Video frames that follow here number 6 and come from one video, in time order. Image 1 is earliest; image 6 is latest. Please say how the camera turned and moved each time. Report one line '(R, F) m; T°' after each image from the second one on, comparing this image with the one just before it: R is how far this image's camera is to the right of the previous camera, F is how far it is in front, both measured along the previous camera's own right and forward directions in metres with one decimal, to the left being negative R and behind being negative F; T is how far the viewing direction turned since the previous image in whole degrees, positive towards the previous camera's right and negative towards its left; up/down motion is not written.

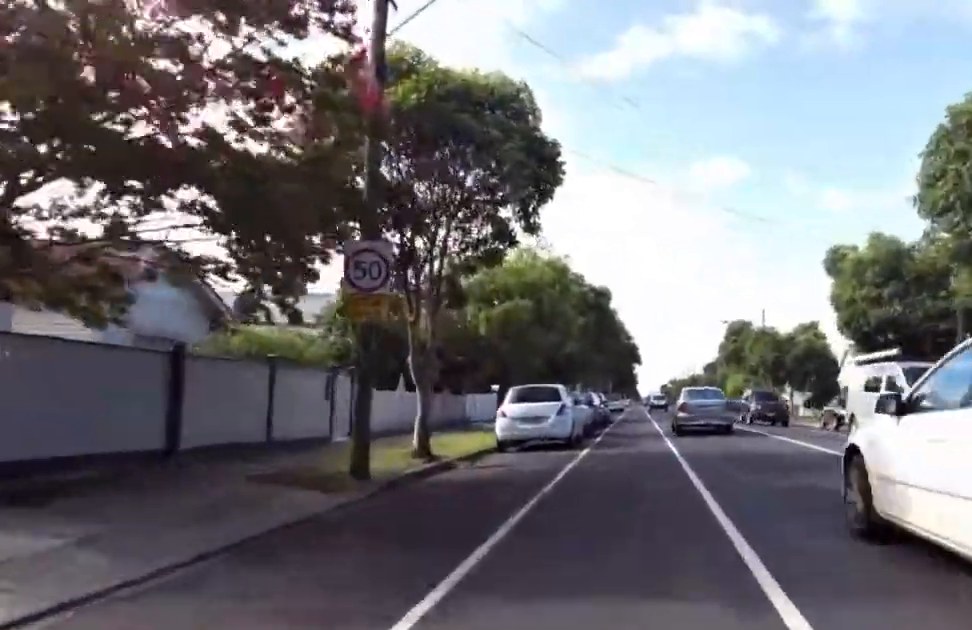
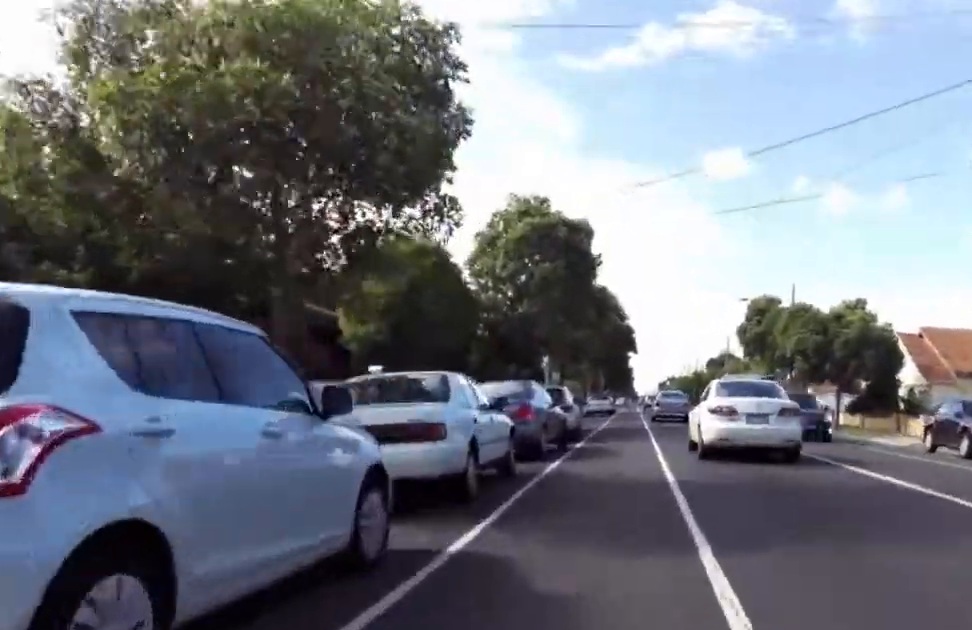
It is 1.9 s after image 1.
(+0.1, +15.0) m; 0°
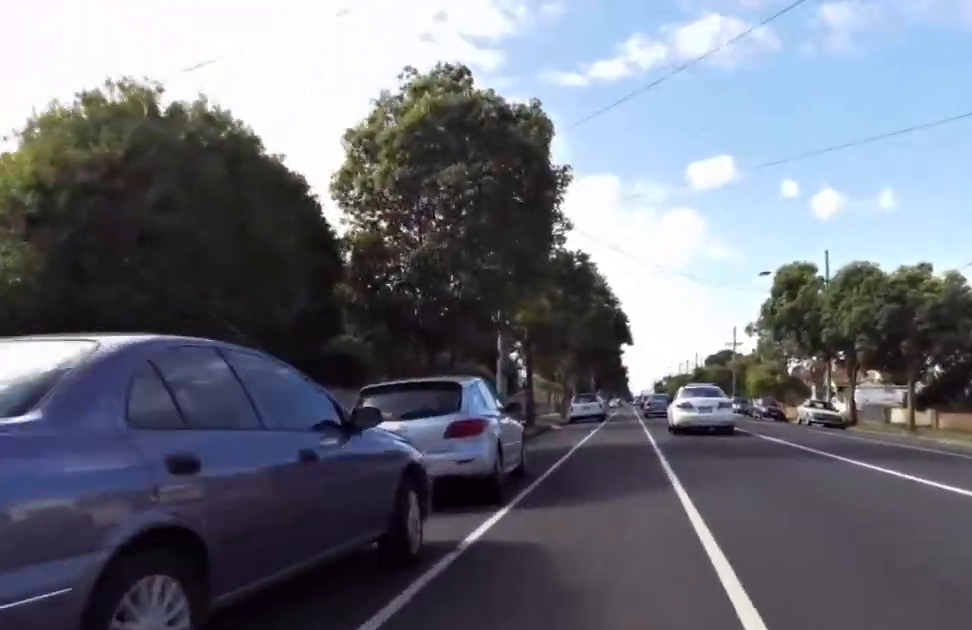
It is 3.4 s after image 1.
(+0.4, +12.0) m; 0°
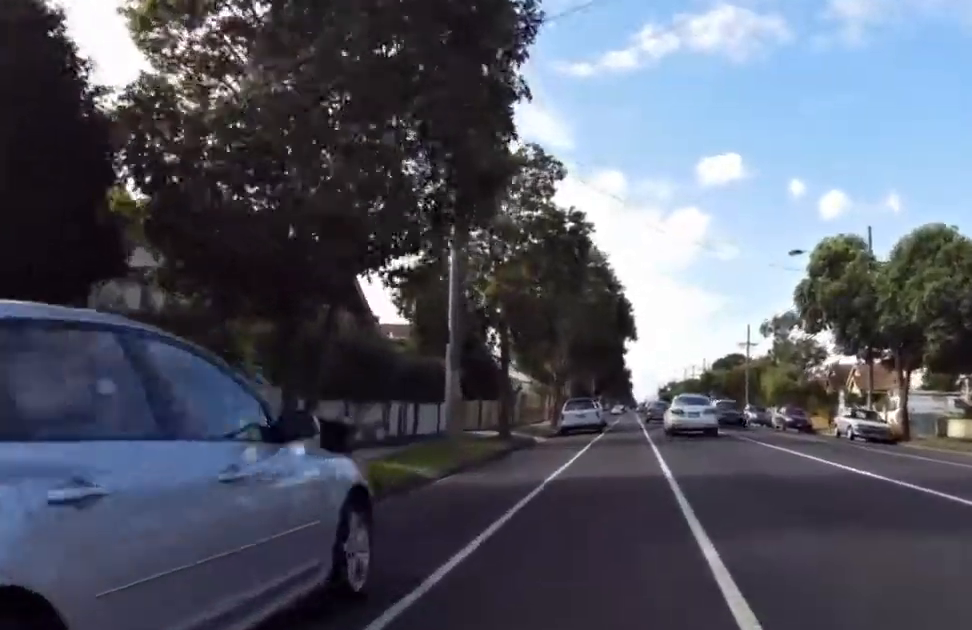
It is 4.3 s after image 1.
(-0.7, +6.8) m; 0°
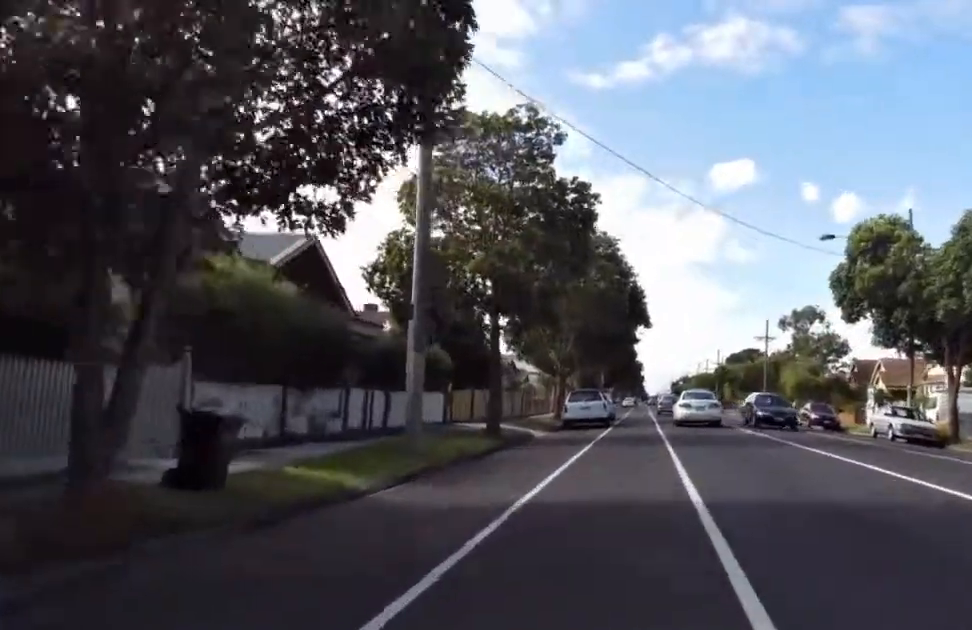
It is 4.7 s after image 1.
(+0.4, +3.9) m; -1°
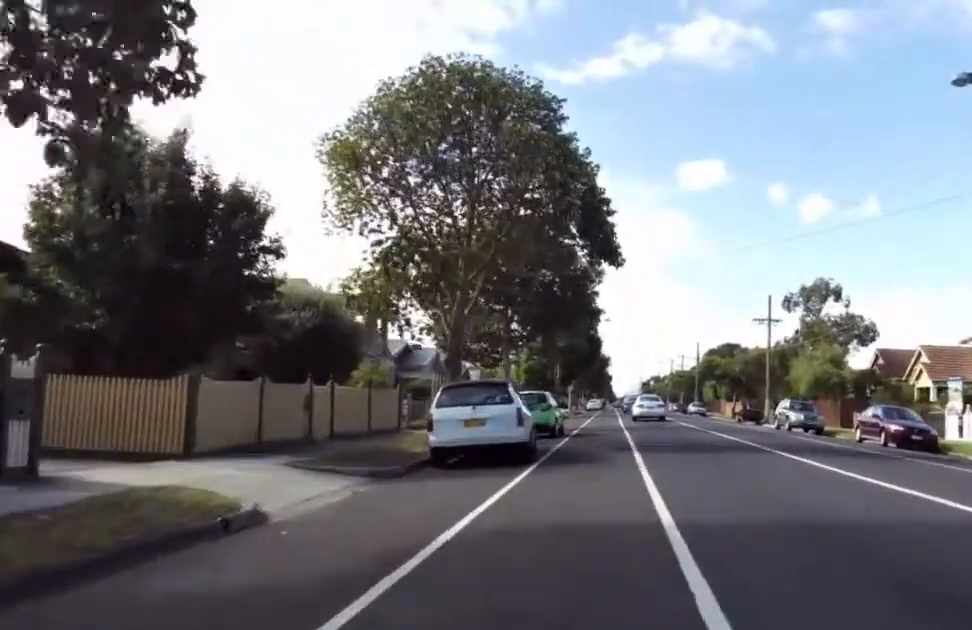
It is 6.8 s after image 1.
(0.0, +16.8) m; 0°
